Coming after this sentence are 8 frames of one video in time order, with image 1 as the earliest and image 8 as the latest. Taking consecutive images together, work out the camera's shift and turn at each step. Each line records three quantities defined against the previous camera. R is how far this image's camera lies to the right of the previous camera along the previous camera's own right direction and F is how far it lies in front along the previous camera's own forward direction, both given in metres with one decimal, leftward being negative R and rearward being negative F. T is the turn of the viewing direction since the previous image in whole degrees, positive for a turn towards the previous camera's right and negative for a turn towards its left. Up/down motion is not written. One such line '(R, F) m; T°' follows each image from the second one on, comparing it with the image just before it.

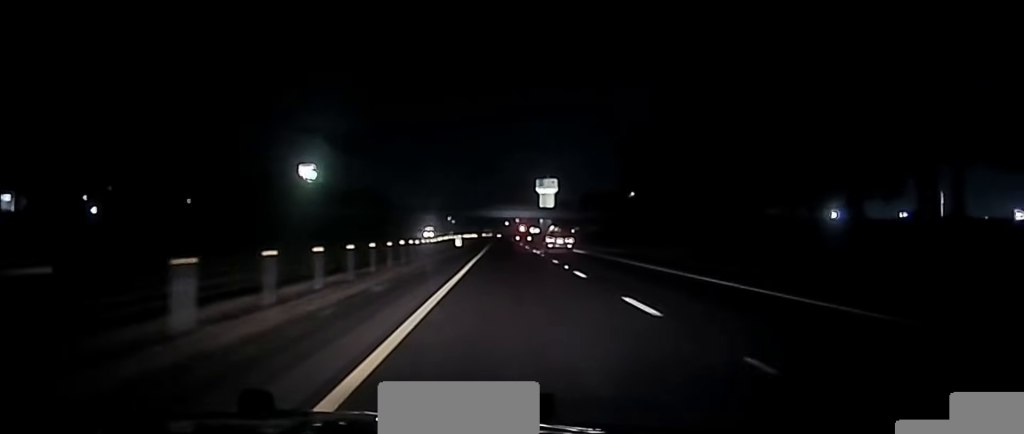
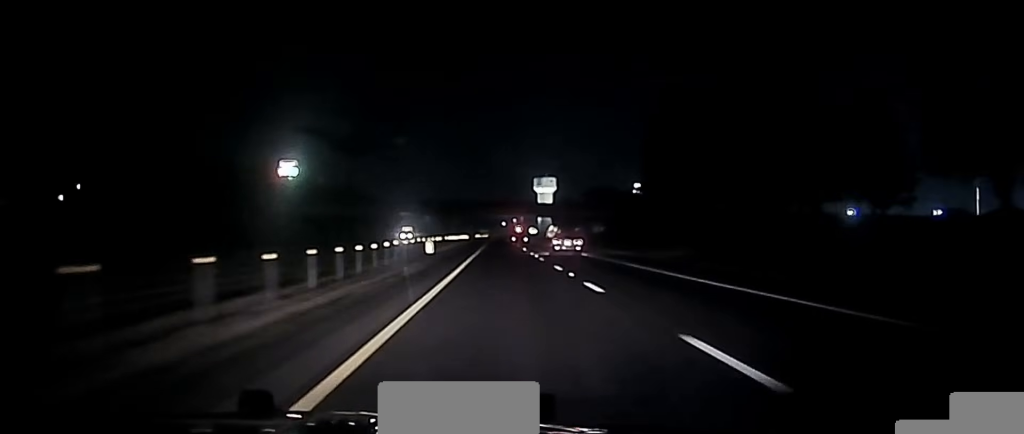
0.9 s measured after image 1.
(-0.1, +35.9) m; 0°
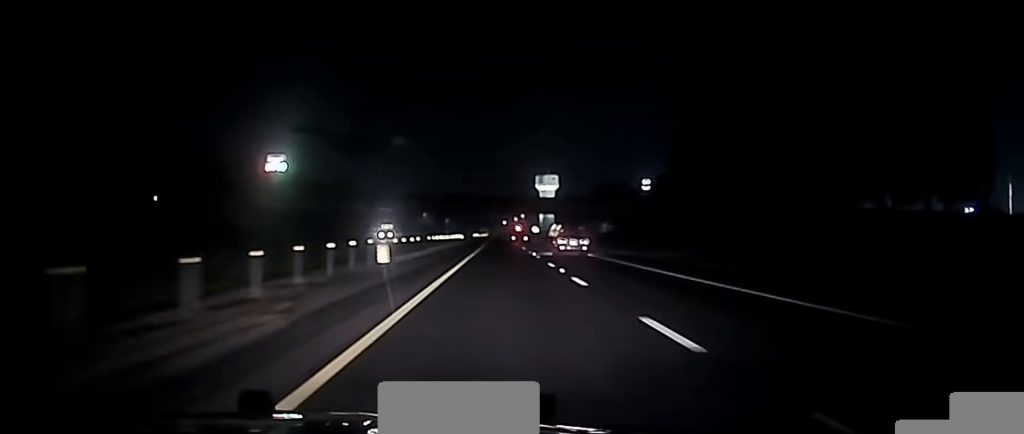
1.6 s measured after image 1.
(+0.1, +23.3) m; 0°
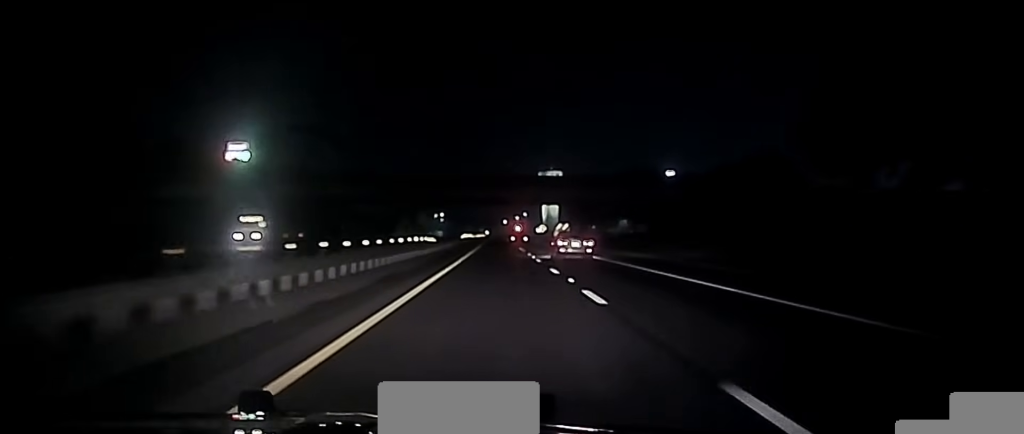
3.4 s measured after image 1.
(-0.3, +56.7) m; 0°
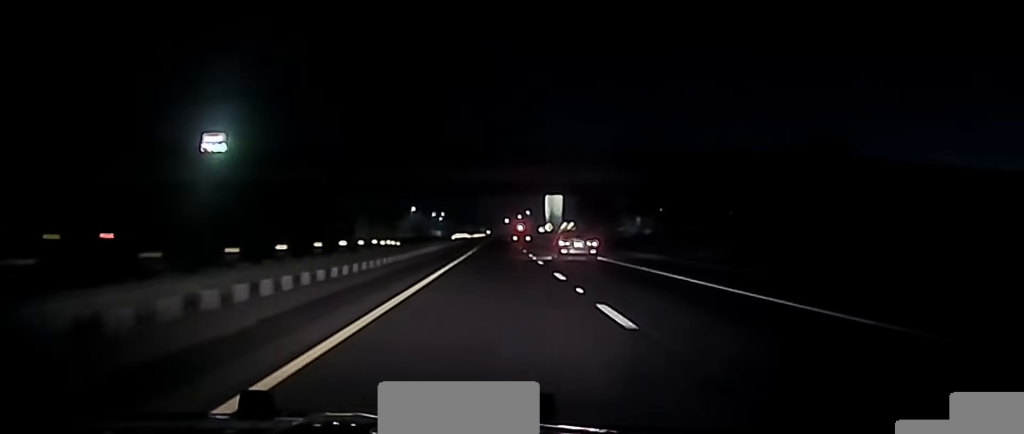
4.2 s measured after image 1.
(+0.1, +25.7) m; 0°
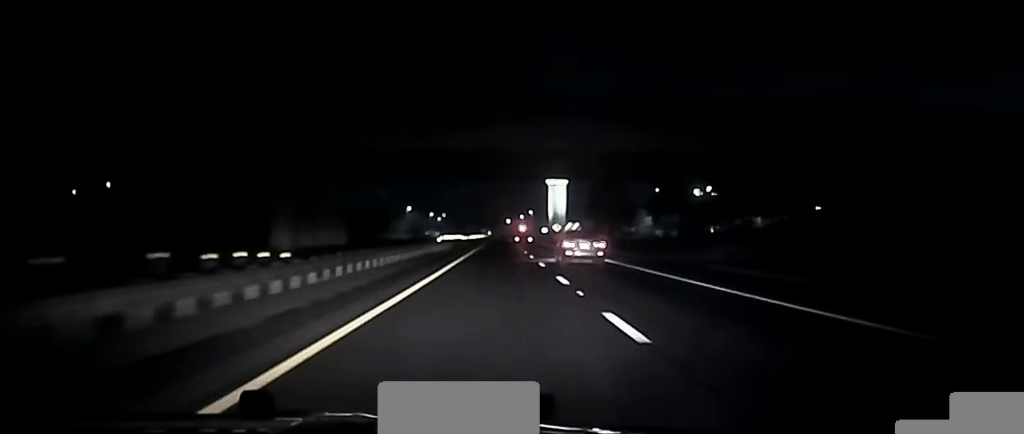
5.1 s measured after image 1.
(-0.1, +24.7) m; 0°
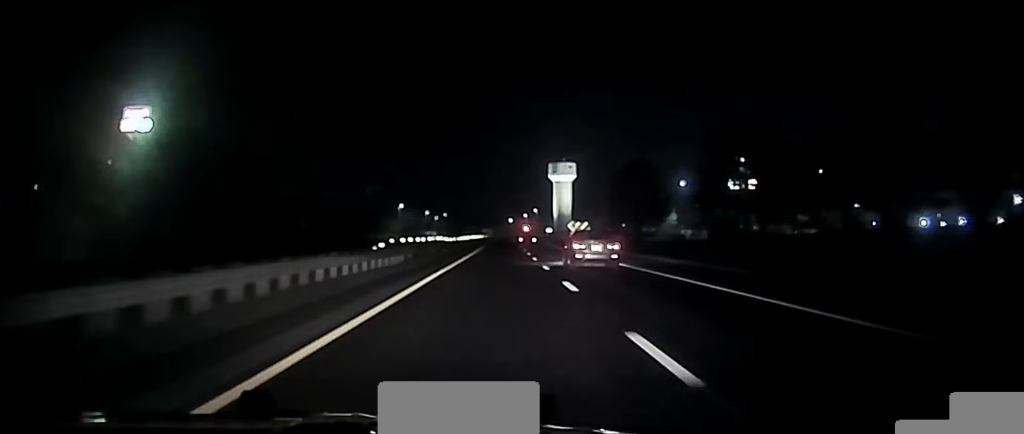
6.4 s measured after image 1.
(0.0, +36.0) m; 0°
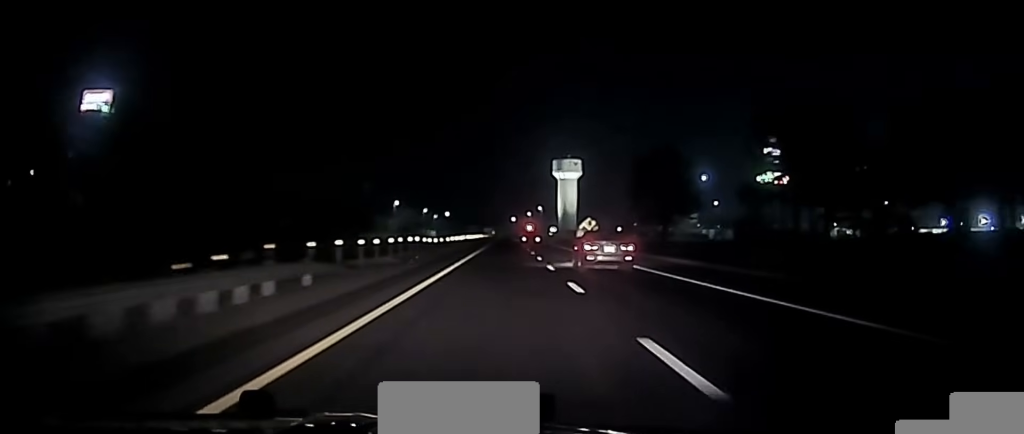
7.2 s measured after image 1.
(0.0, +25.9) m; 0°
